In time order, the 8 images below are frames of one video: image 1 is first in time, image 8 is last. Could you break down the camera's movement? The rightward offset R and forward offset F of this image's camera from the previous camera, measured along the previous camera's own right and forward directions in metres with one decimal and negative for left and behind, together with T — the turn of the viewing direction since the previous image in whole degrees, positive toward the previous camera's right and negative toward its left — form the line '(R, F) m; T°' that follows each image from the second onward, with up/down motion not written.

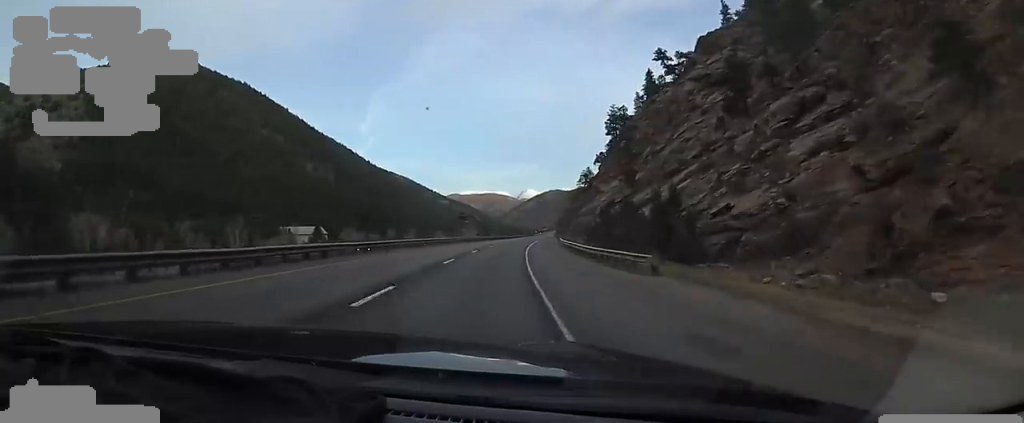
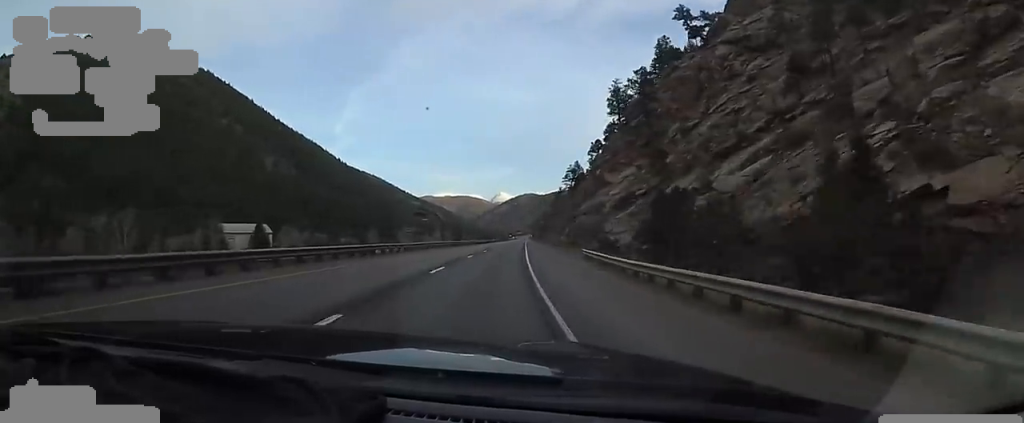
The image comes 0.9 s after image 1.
(+1.3, +26.9) m; +6°
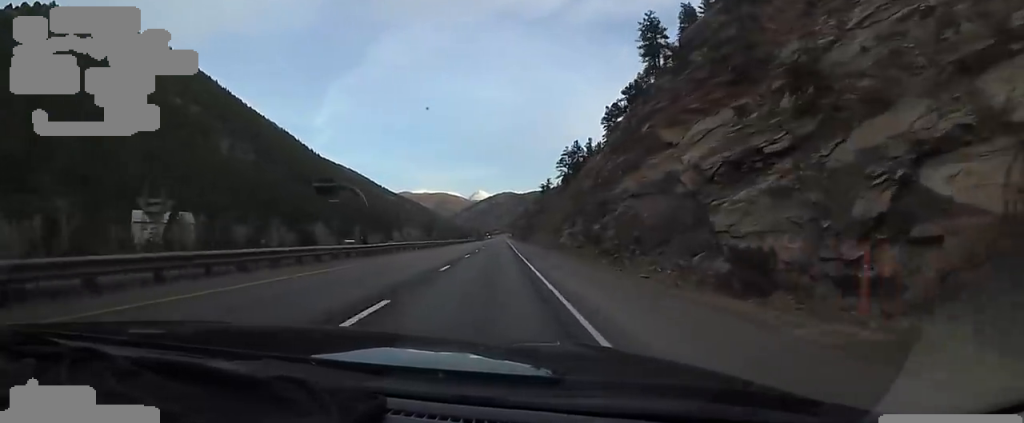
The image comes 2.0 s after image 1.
(+2.1, +34.2) m; +3°
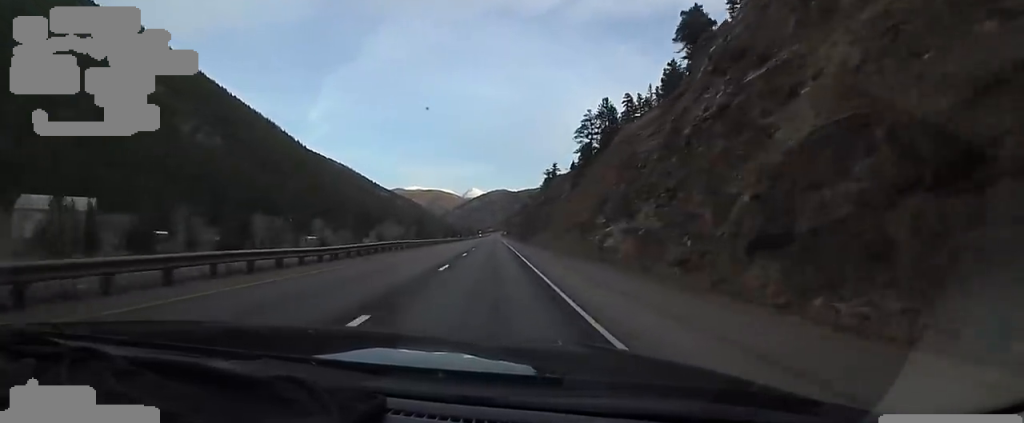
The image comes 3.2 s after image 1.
(-0.4, +37.7) m; 0°
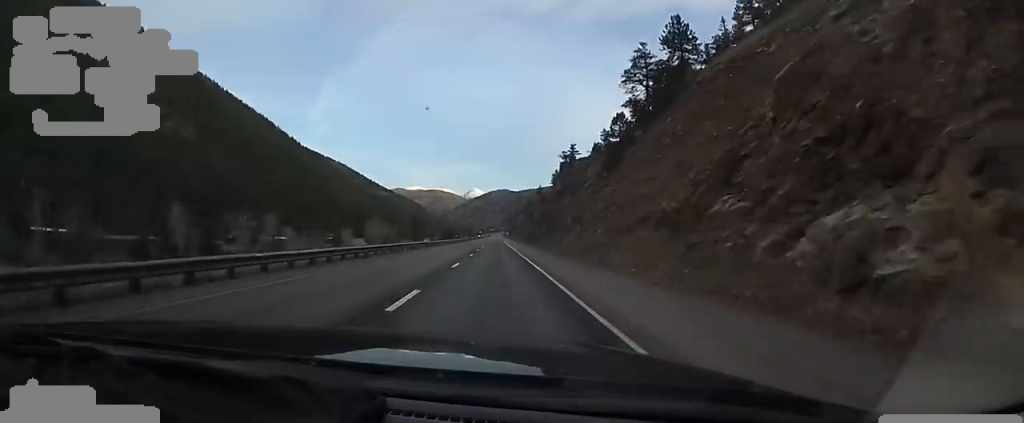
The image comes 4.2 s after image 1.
(+0.2, +33.6) m; 0°
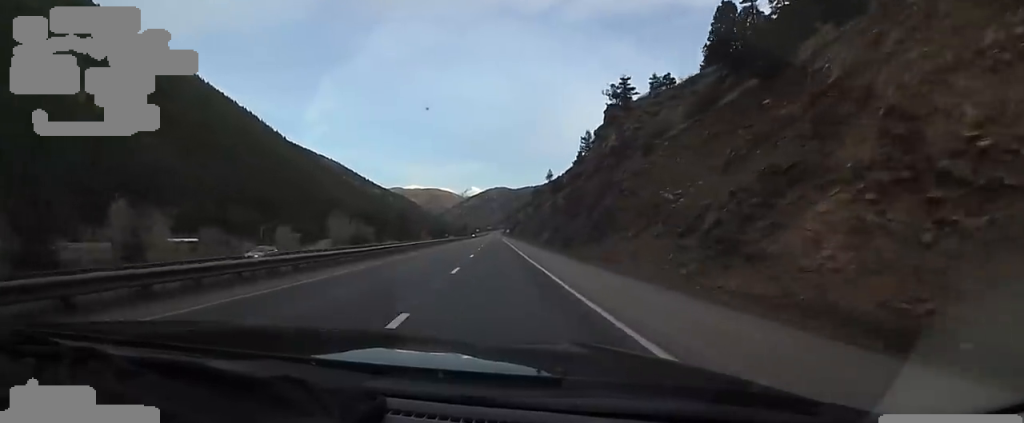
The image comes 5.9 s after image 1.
(-0.6, +51.6) m; 0°
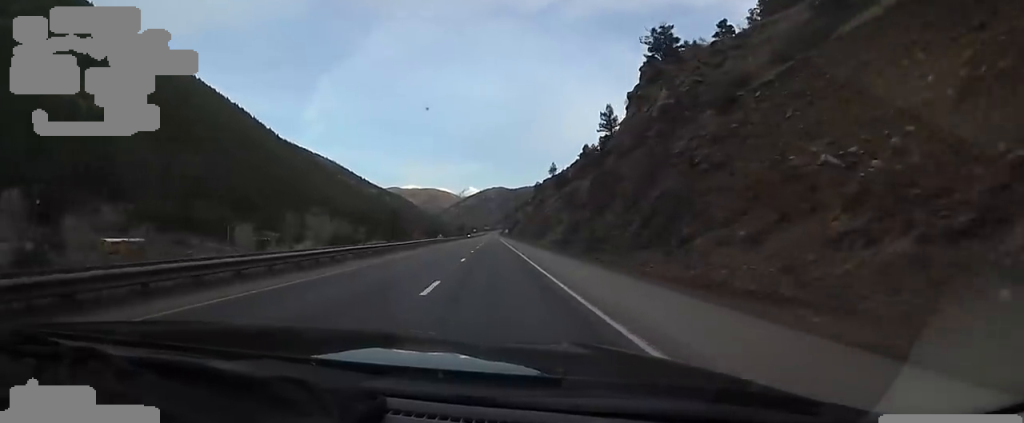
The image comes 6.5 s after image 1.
(+0.3, +18.7) m; +1°
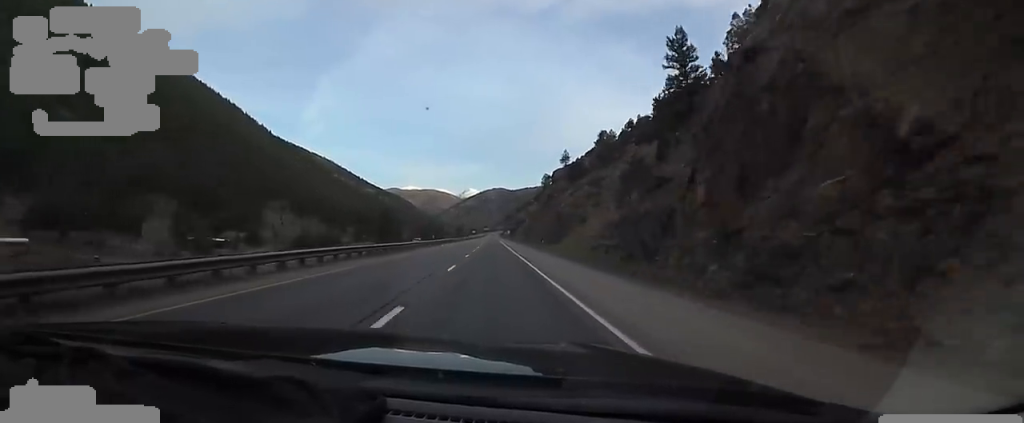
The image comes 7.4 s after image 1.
(+0.2, +29.1) m; 0°
